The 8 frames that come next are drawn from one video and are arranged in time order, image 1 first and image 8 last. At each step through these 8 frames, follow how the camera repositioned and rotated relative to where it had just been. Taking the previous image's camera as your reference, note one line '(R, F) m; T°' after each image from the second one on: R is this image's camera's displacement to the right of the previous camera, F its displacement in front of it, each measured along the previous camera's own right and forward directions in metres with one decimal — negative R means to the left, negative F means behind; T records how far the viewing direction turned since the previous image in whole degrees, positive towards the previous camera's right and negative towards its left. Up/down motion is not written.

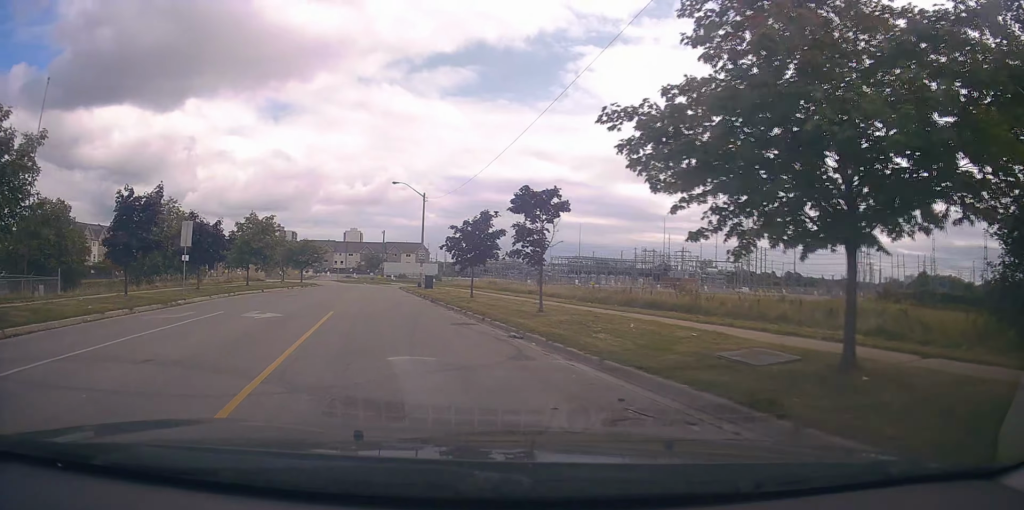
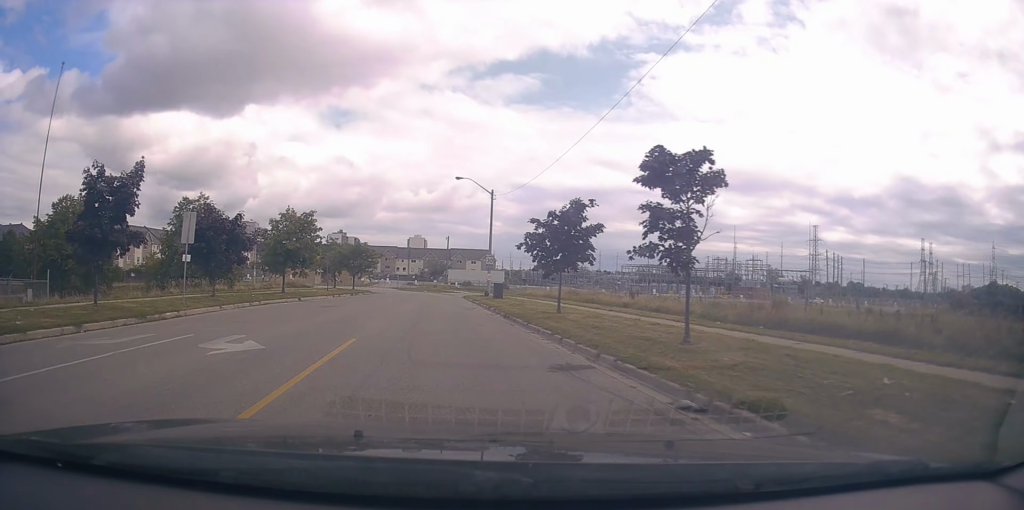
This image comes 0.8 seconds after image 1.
(-0.6, +6.2) m; -6°
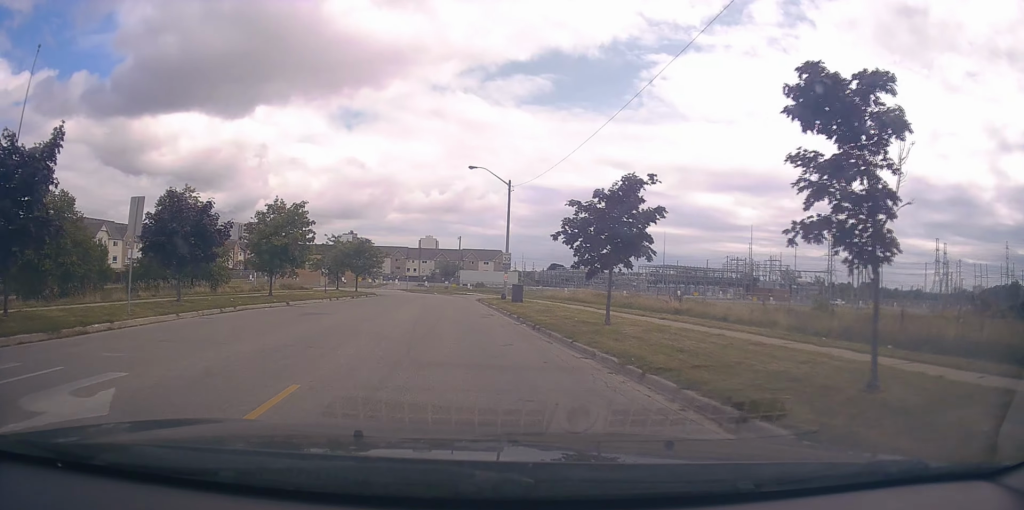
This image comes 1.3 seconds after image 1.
(0.0, +4.8) m; -4°
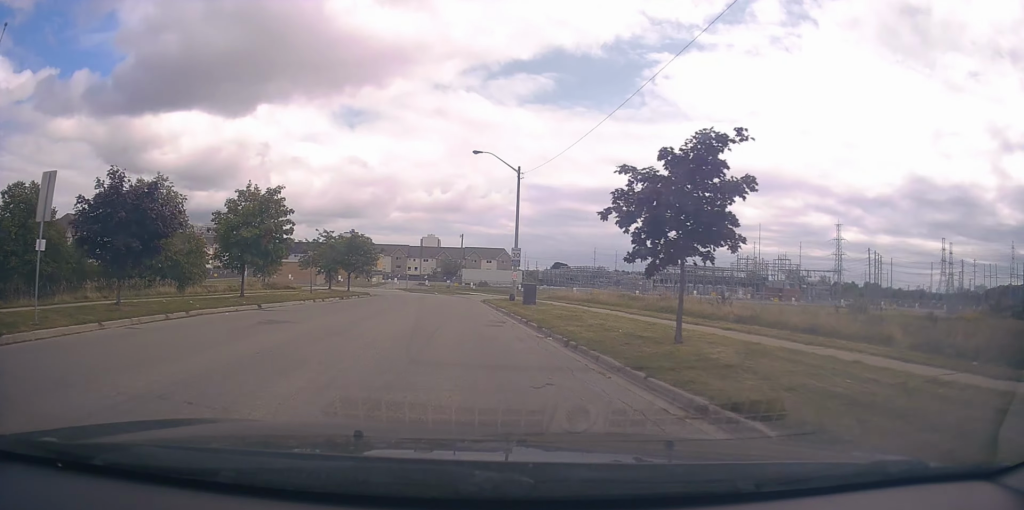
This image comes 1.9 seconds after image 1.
(0.0, +4.7) m; -3°
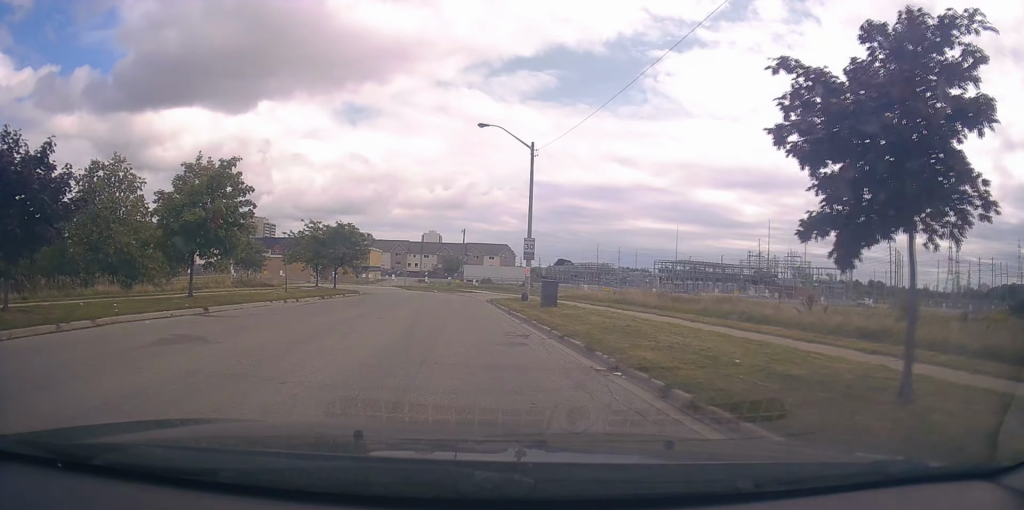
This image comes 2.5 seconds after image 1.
(-0.6, +5.8) m; -1°
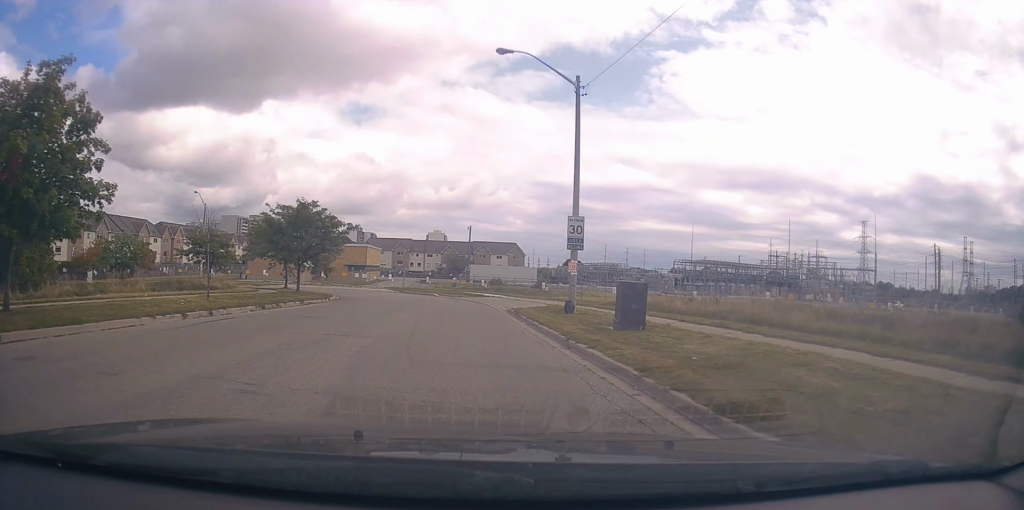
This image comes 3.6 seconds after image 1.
(+0.4, +10.9) m; 0°
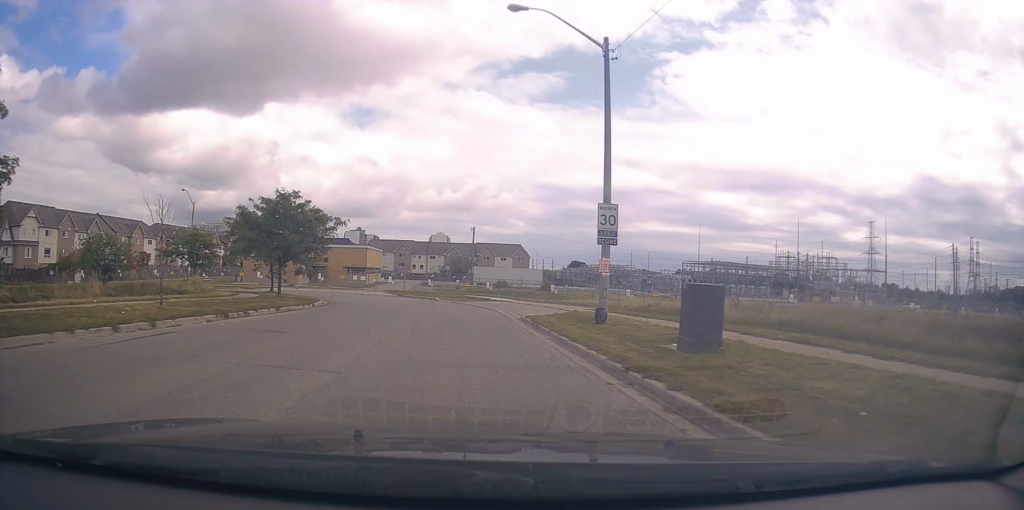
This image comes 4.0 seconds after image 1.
(-0.2, +3.9) m; -1°
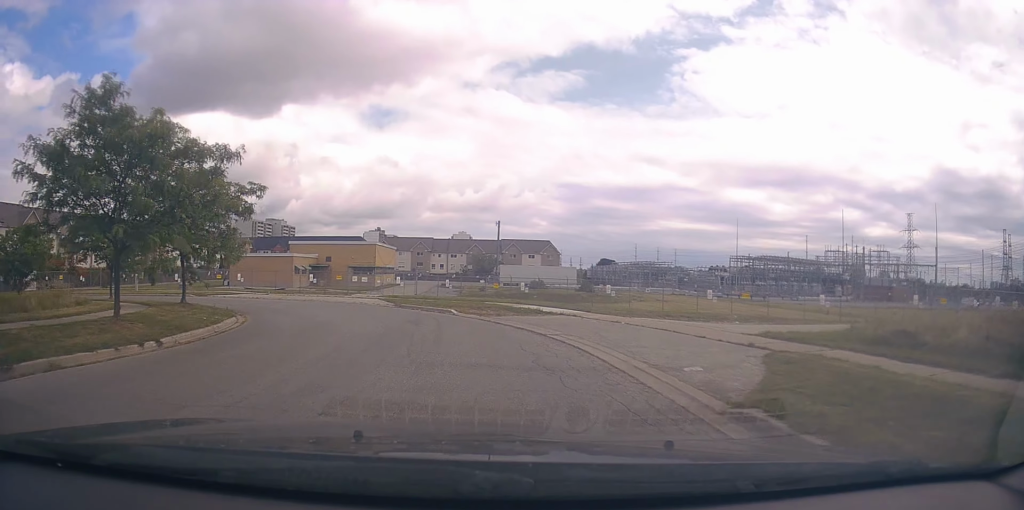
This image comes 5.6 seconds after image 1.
(-0.4, +15.1) m; -2°
